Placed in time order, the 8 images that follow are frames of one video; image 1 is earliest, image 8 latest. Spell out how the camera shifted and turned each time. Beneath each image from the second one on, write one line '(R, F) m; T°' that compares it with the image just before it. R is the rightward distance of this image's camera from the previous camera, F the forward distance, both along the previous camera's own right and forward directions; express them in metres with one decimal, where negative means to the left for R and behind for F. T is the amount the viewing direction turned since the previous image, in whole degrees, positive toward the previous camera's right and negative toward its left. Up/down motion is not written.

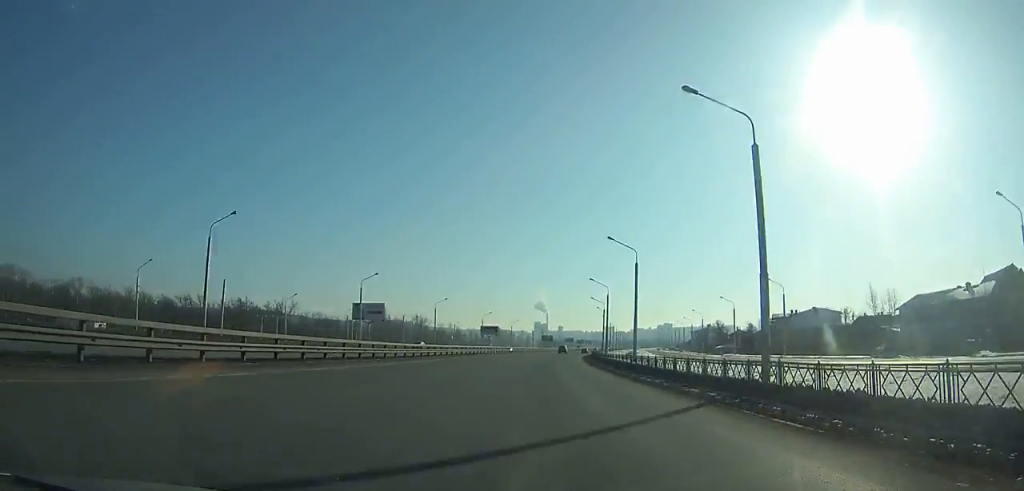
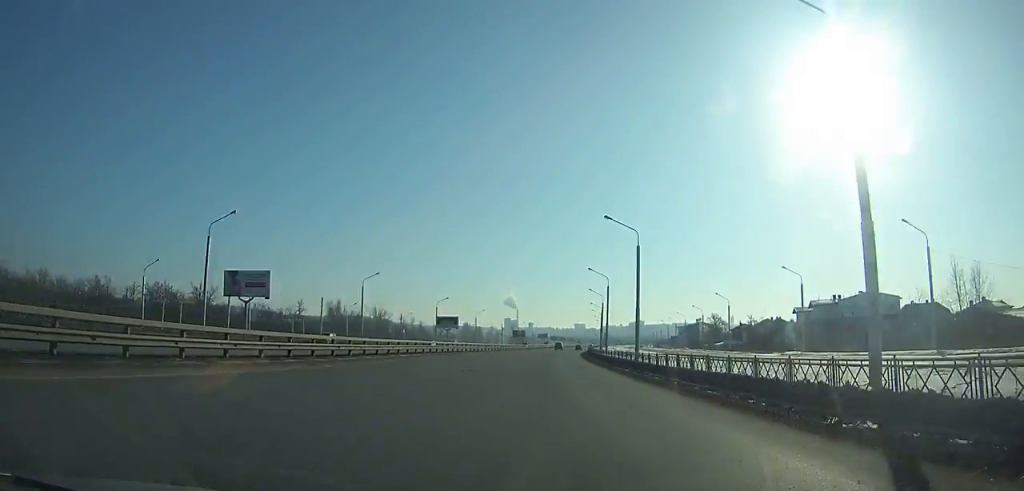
(+1.9, +39.2) m; +3°
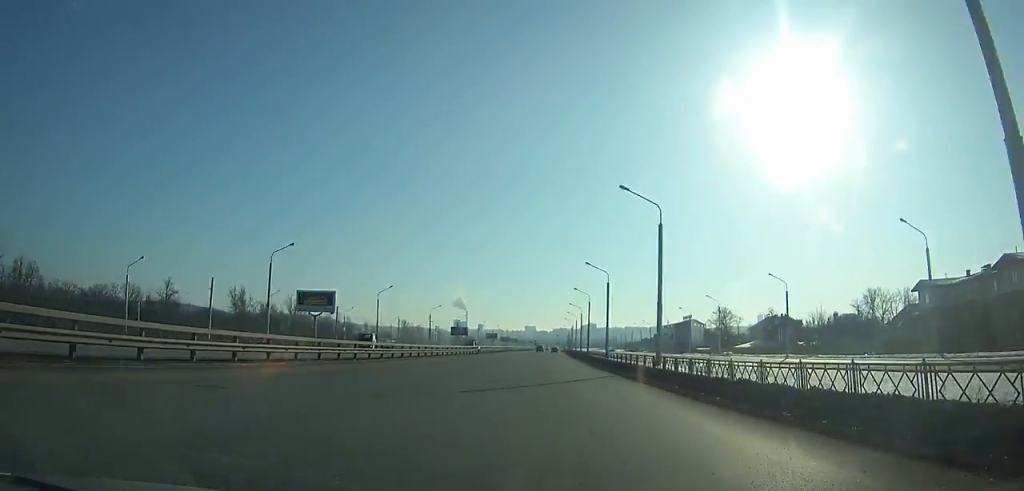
(+2.8, +70.7) m; +4°
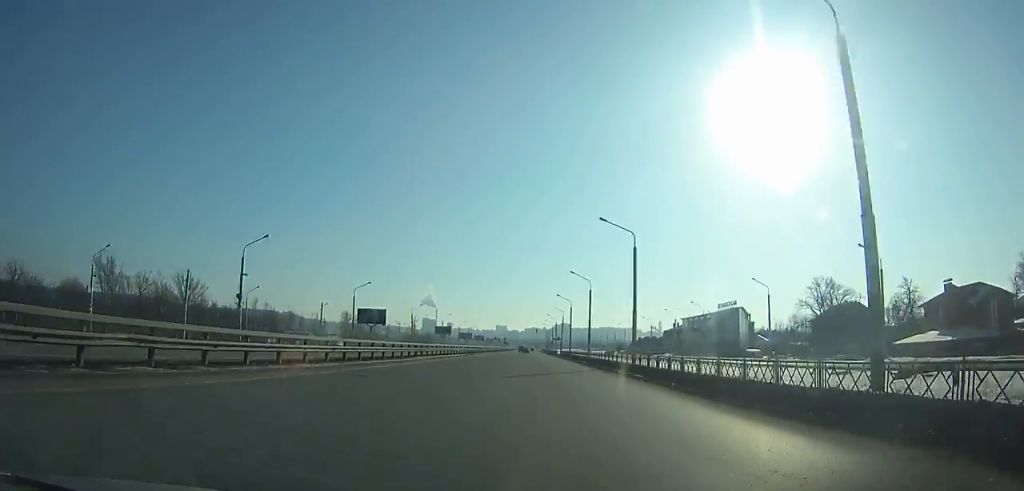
(+2.4, +87.3) m; +2°
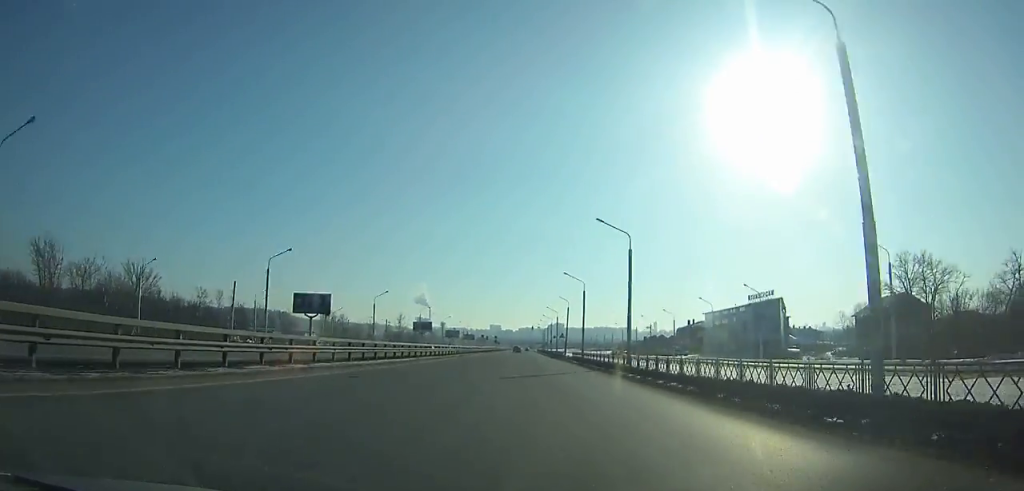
(+0.2, +31.4) m; 0°
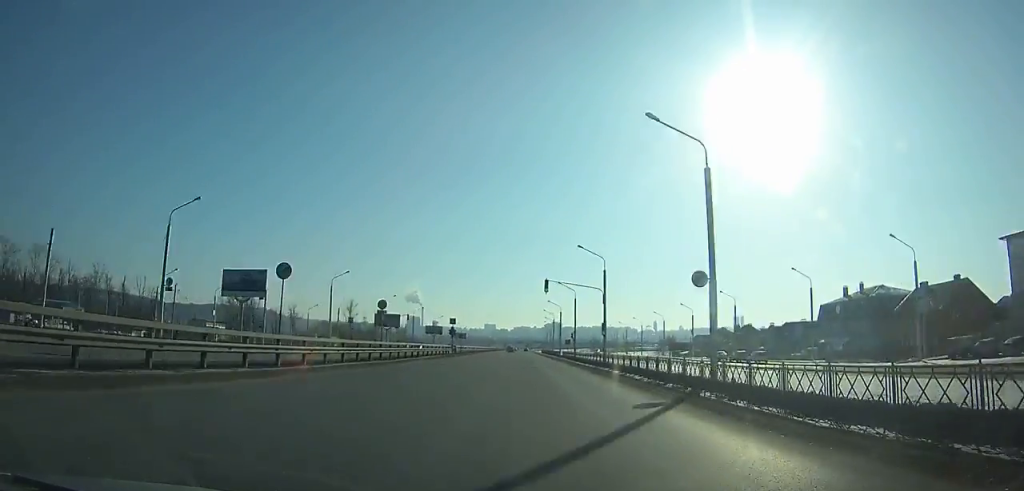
(+0.9, +114.6) m; +1°
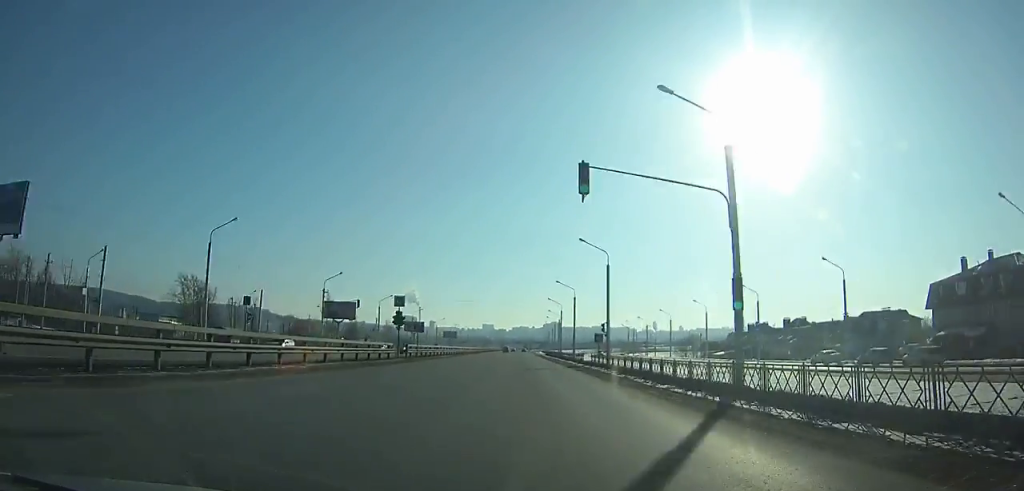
(+0.1, +35.3) m; 0°
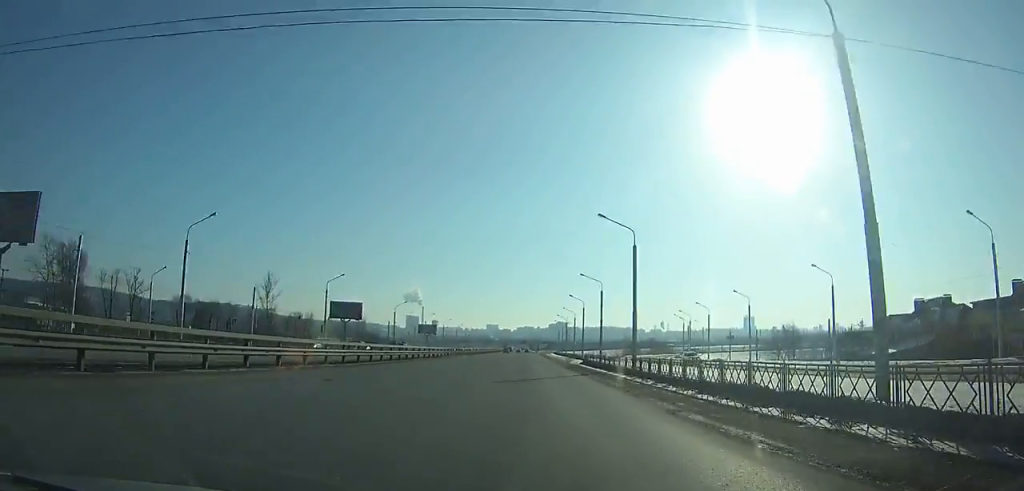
(0.0, +72.3) m; 0°
